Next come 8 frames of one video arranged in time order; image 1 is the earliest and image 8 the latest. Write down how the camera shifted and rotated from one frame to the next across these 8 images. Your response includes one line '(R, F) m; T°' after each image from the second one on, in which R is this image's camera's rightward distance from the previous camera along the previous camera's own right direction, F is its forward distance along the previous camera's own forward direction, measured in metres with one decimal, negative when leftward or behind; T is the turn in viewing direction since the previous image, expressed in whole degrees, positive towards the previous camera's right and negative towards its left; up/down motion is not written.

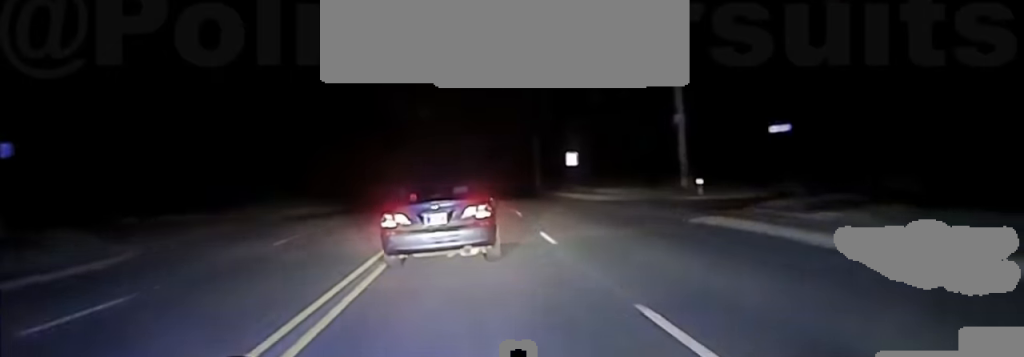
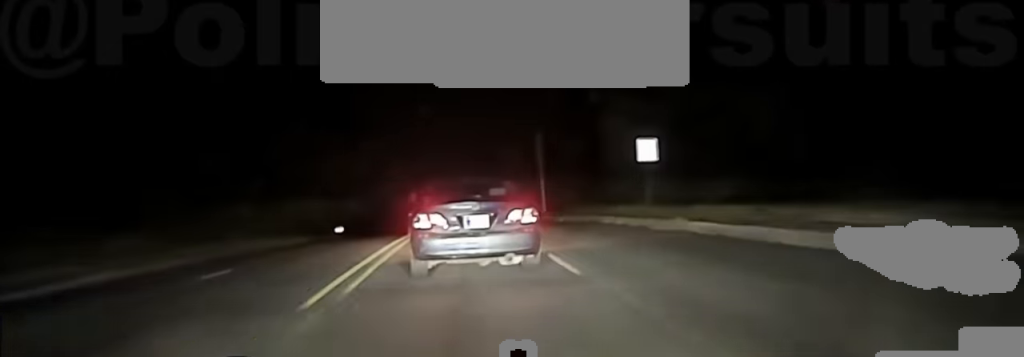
(0.0, +27.0) m; 0°
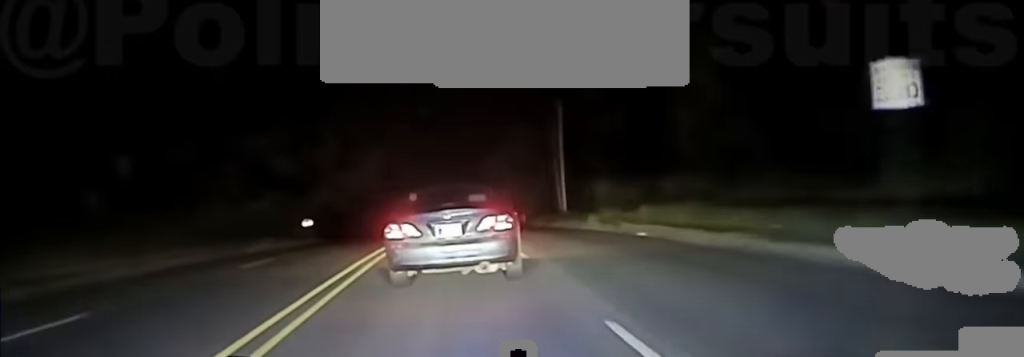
(0.0, +16.8) m; 0°
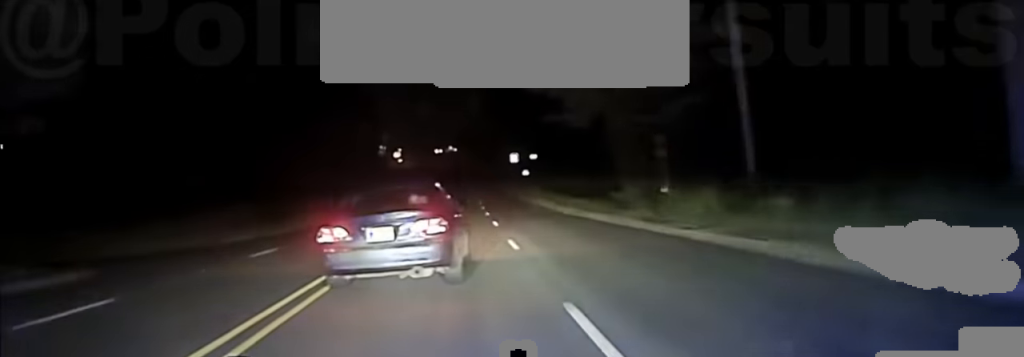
(+0.1, +57.6) m; 0°
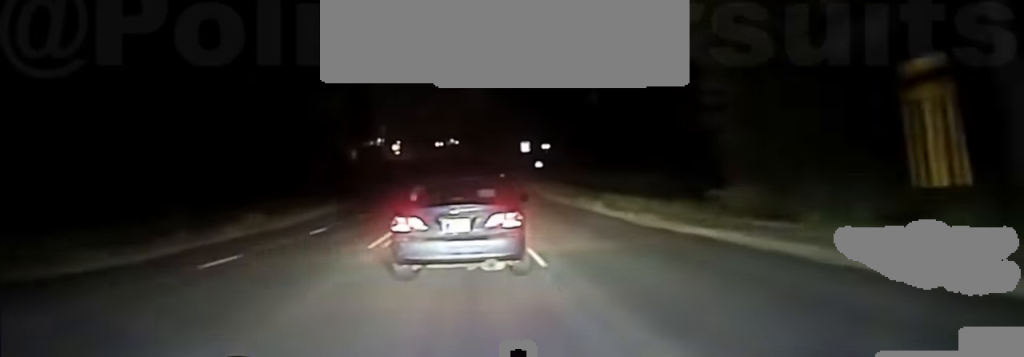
(-0.1, +19.1) m; 0°
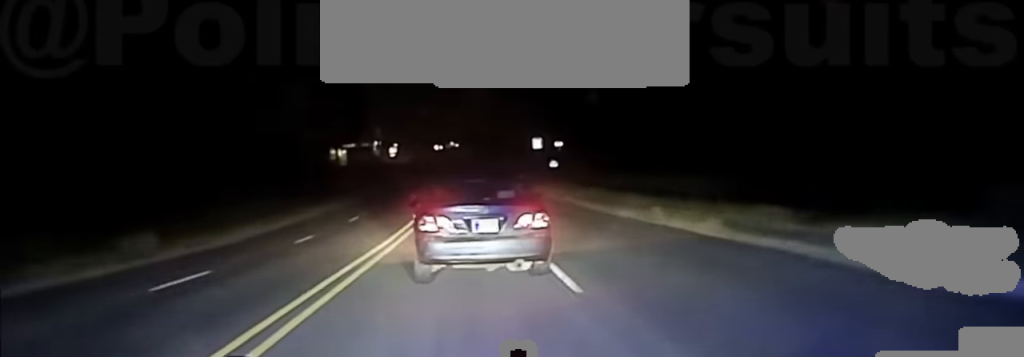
(0.0, +15.7) m; 0°
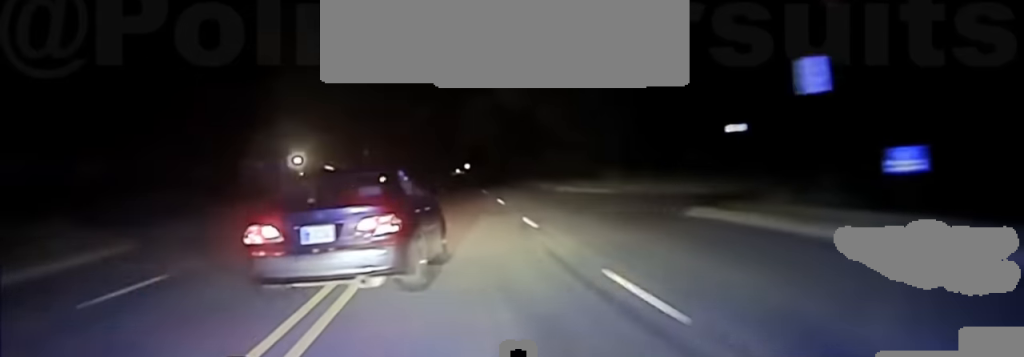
(+0.2, +56.3) m; 0°
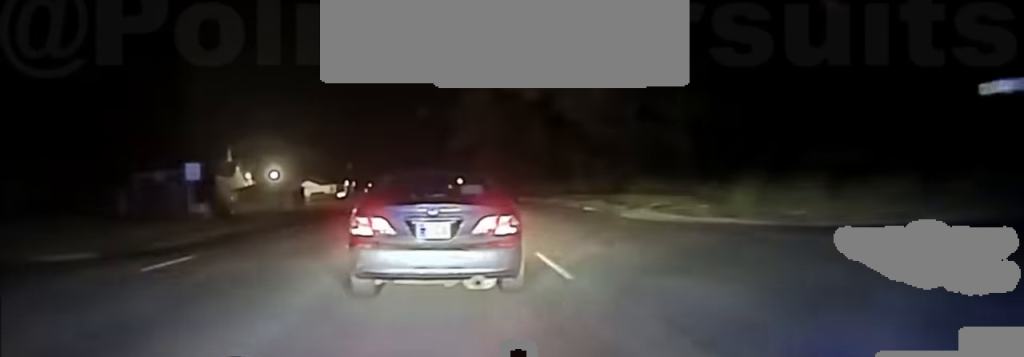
(-0.1, +17.7) m; 0°
